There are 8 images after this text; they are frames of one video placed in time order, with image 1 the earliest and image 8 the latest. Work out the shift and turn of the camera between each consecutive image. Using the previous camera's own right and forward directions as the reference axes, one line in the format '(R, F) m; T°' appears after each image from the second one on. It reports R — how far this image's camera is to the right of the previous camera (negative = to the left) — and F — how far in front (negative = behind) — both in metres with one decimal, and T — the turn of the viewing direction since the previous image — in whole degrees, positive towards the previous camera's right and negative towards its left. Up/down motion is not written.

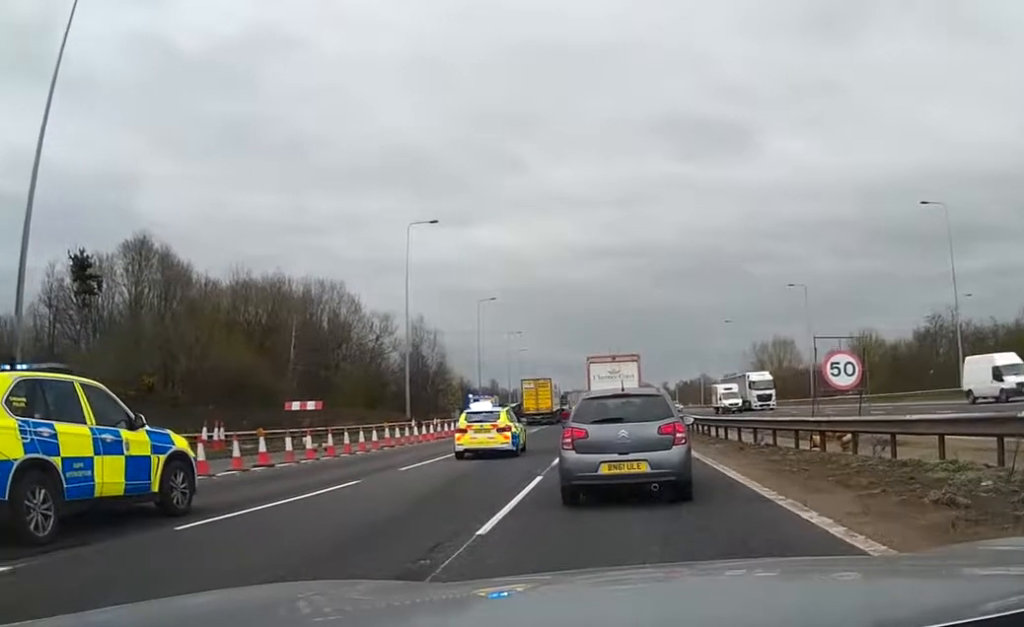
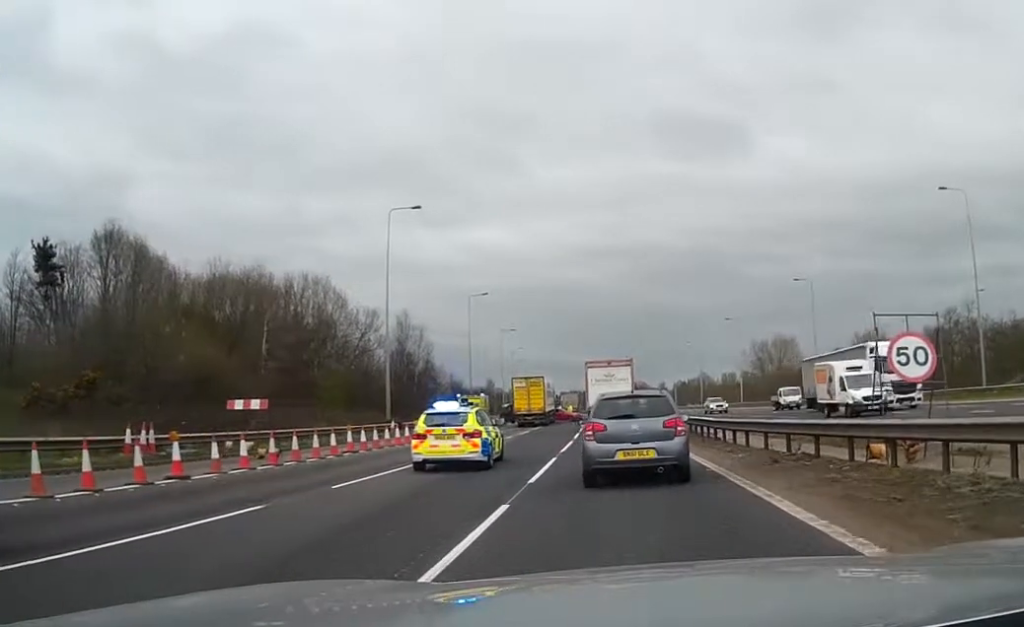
(0.0, +4.1) m; 0°
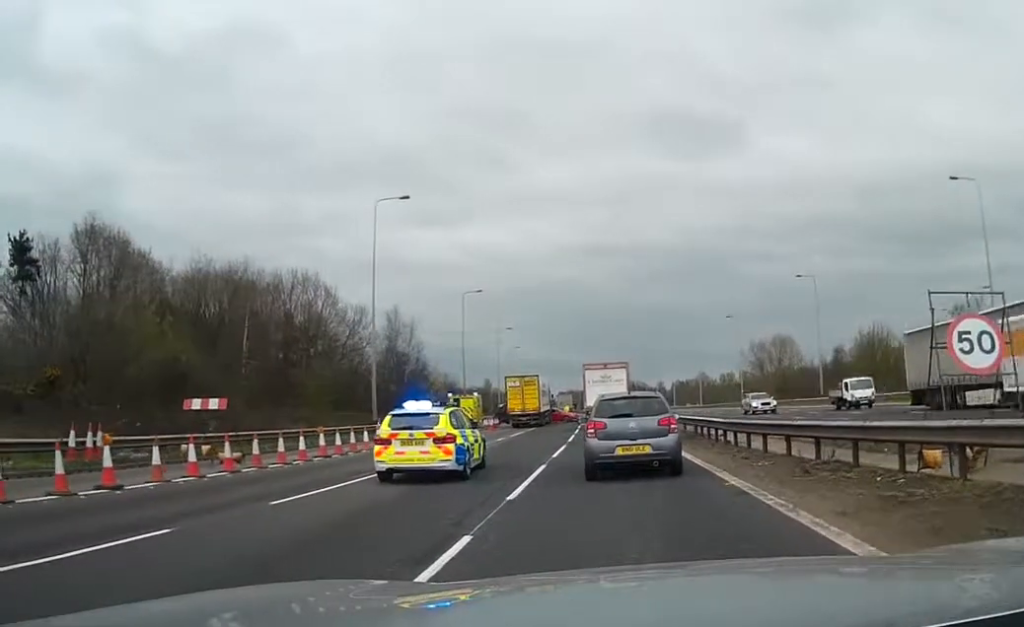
(0.0, +2.4) m; +1°
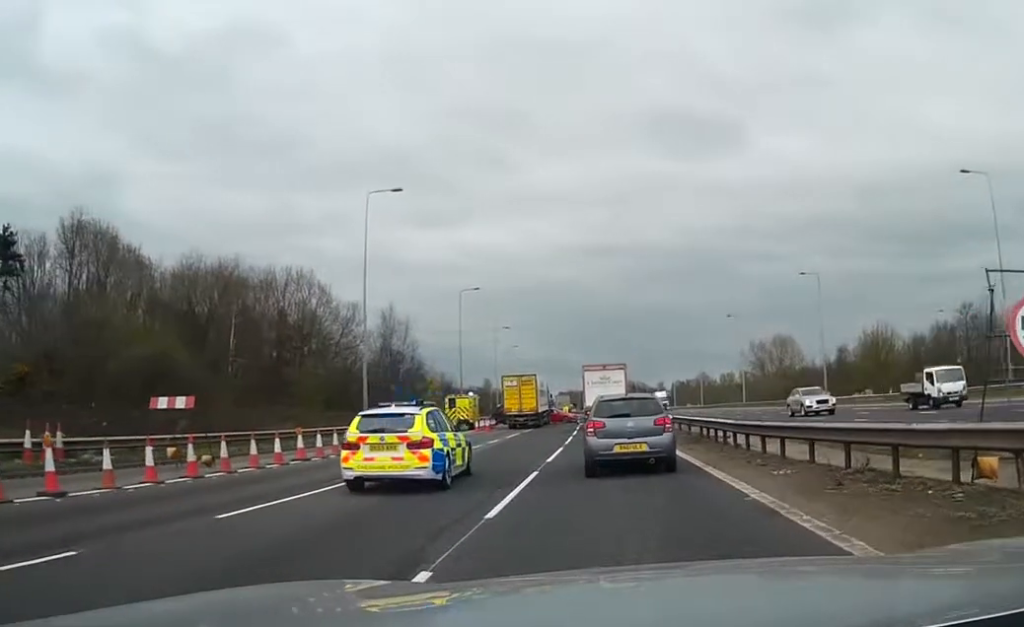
(0.0, +1.8) m; +1°
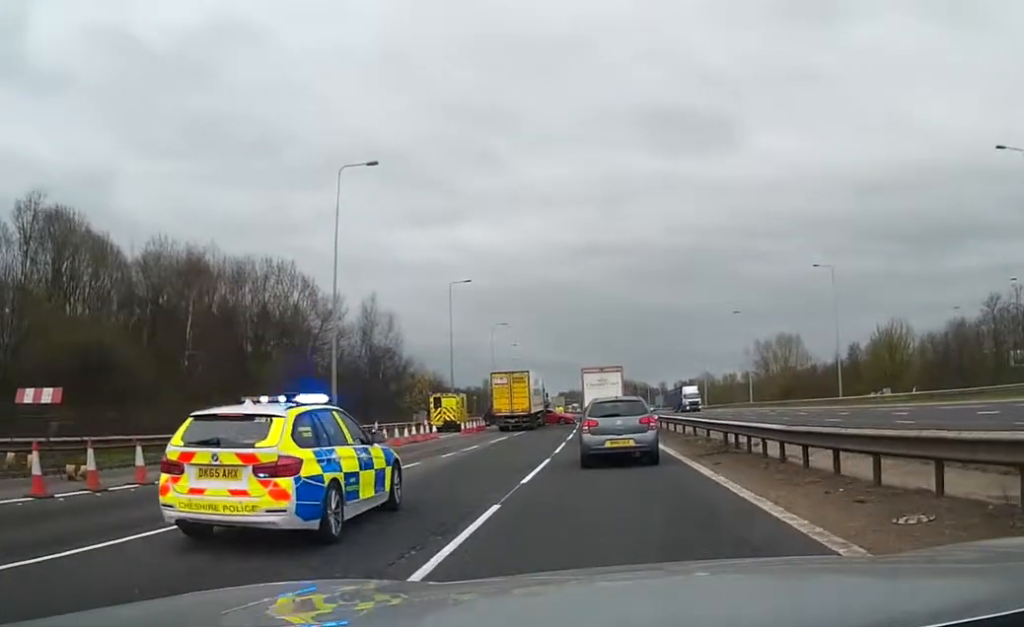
(+0.2, +5.3) m; +2°
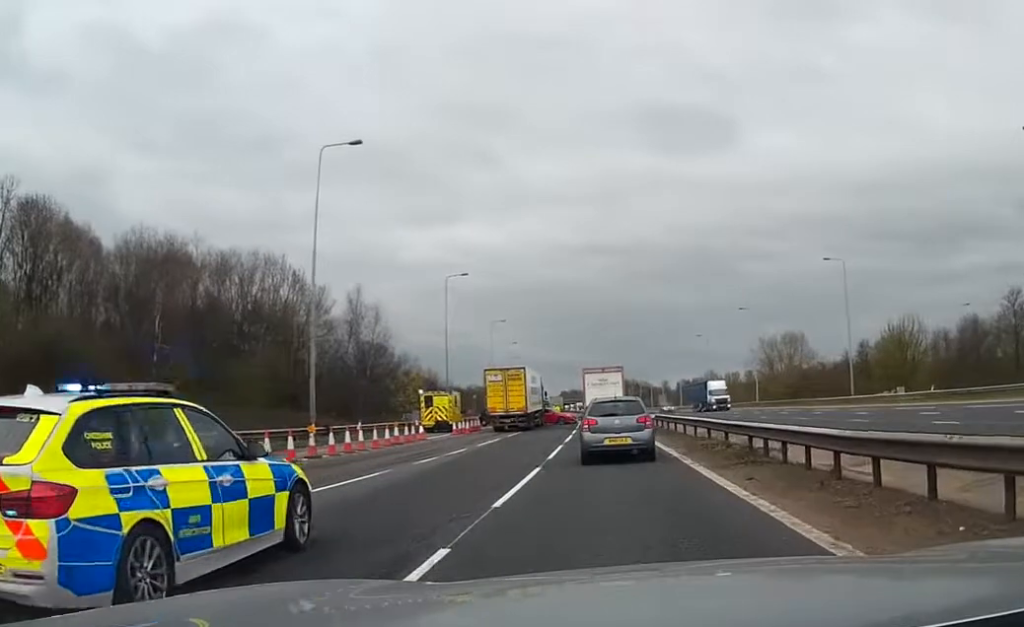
(-0.1, +3.4) m; +1°
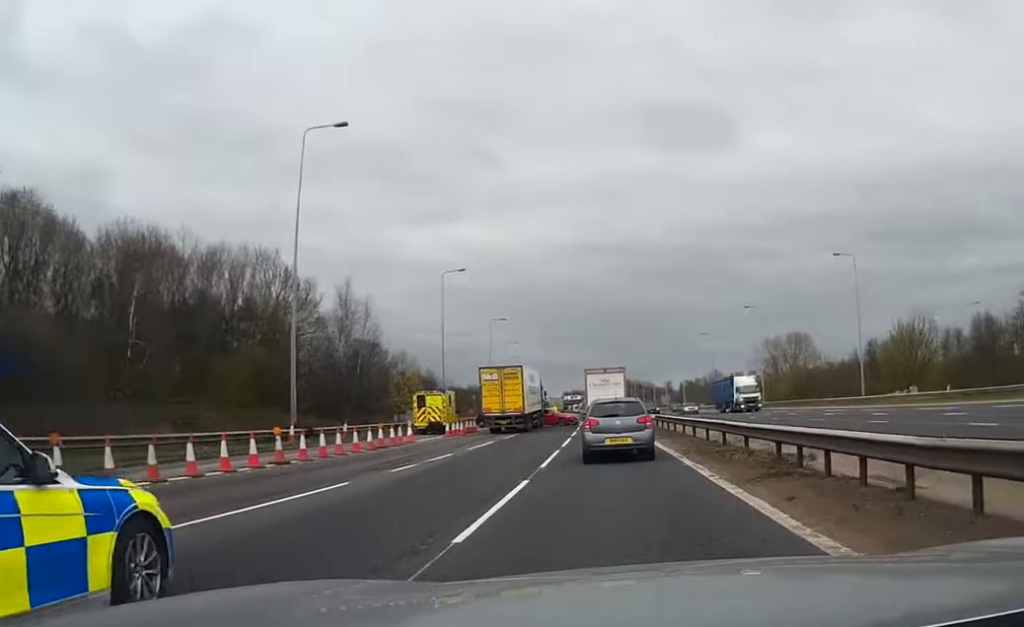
(+0.1, +2.7) m; 0°
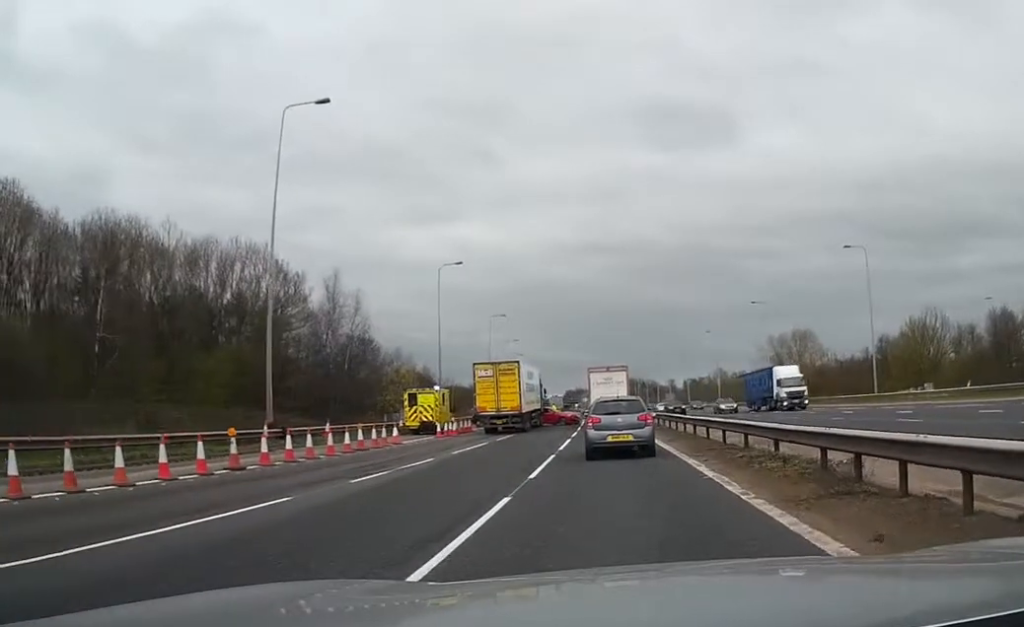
(0.0, +3.0) m; -1°
